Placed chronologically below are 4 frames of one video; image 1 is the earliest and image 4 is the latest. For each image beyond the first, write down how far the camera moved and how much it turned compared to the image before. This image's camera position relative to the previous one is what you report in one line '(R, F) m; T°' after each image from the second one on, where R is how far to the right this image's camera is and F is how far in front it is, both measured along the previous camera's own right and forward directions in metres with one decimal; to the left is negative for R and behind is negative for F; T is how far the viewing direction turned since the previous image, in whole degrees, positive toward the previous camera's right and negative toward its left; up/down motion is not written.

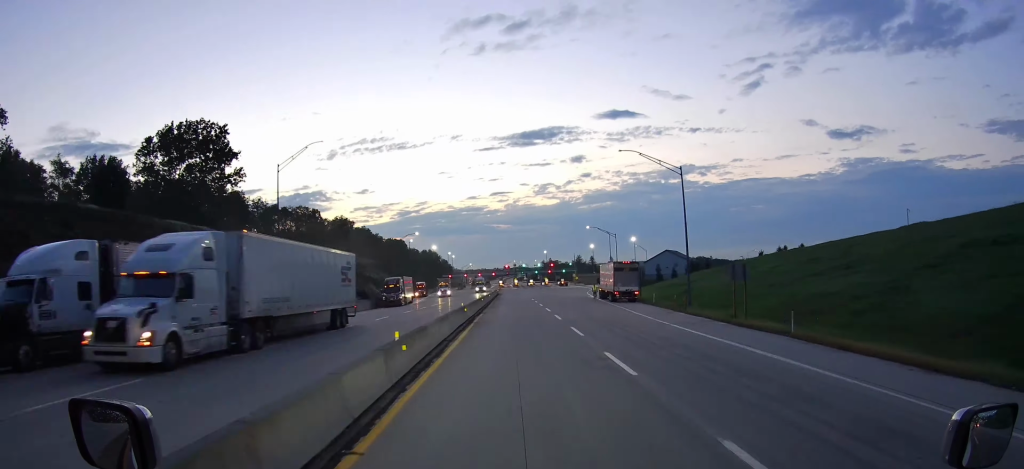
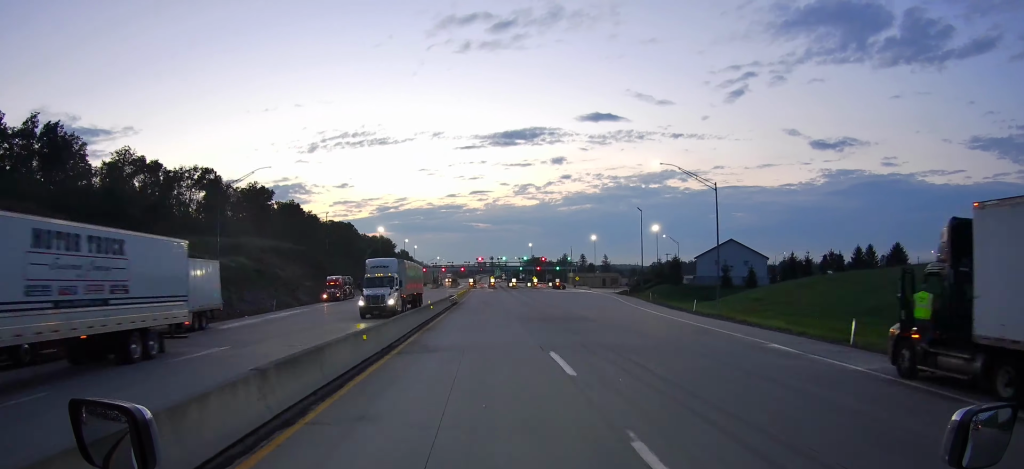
(+7.1, +65.7) m; +8°
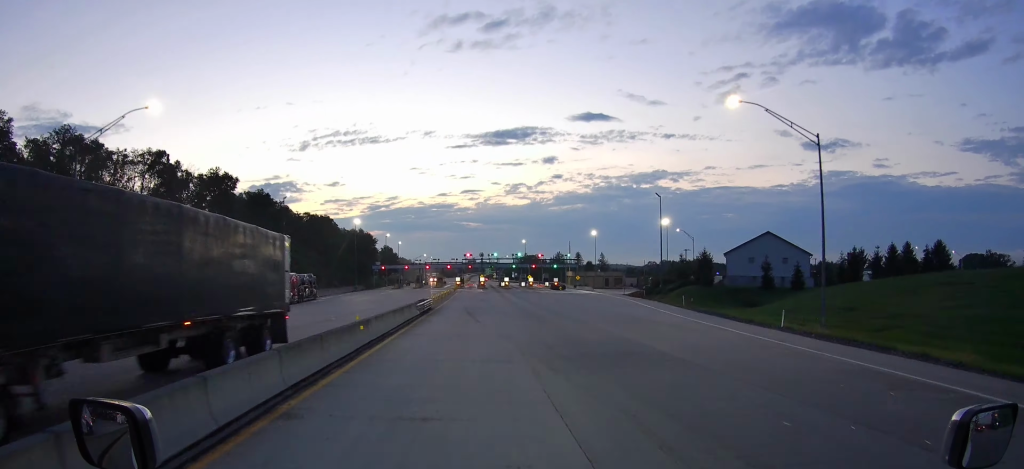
(+0.3, +19.0) m; 0°
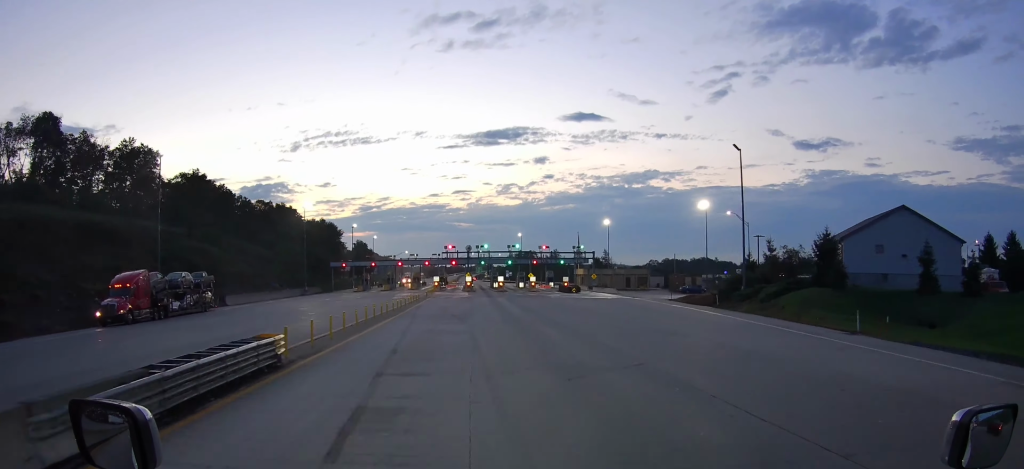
(+0.3, +35.3) m; 0°
